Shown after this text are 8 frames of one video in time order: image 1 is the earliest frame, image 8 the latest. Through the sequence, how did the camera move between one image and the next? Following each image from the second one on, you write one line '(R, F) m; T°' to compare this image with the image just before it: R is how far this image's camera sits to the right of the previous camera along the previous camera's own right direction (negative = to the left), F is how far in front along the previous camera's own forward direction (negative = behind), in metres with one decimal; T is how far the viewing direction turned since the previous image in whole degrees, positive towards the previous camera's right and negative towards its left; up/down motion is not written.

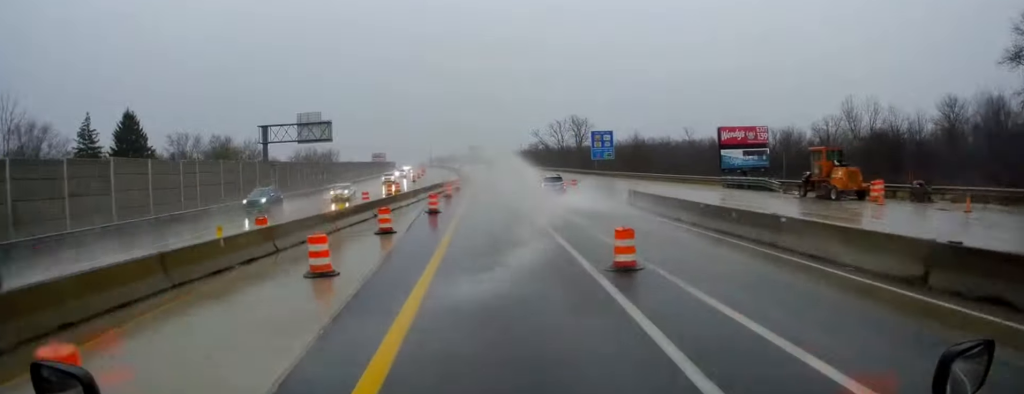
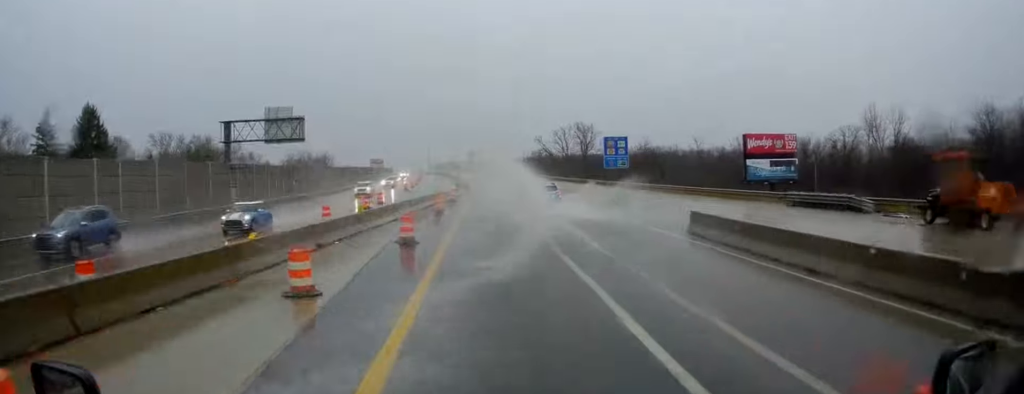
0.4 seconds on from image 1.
(+0.2, +10.1) m; +1°
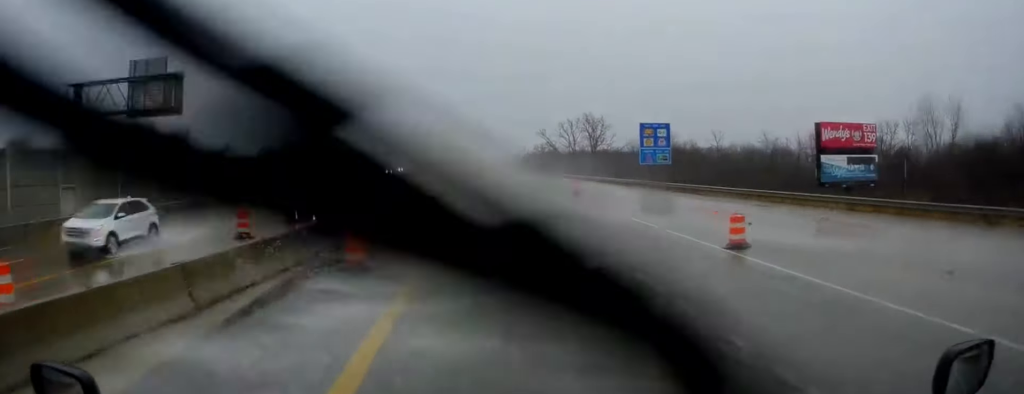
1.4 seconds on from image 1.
(+0.1, +22.3) m; -1°
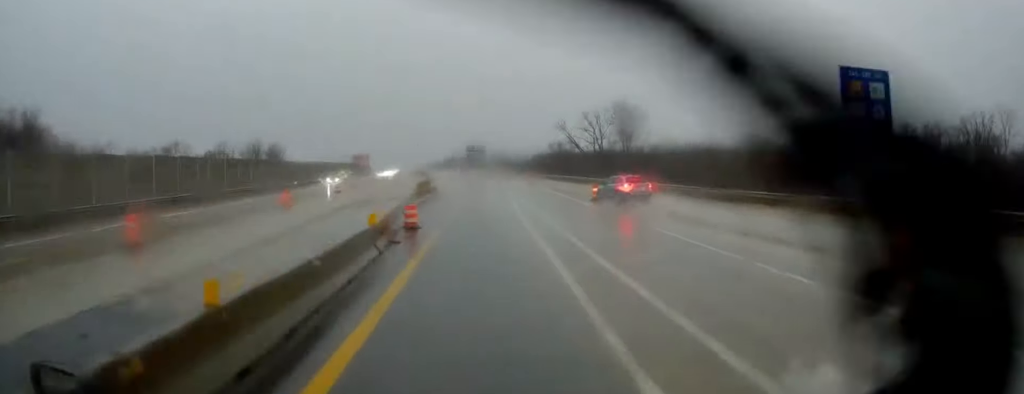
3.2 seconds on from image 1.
(-0.1, +42.2) m; -1°
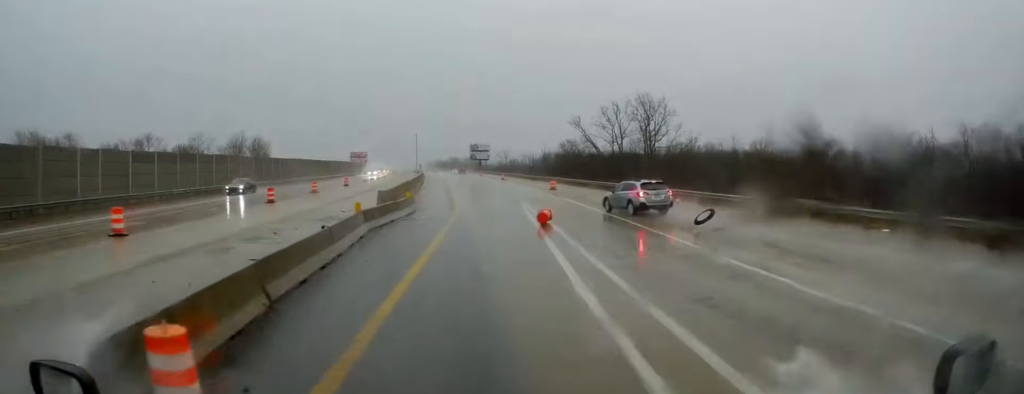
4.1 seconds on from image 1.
(-0.3, +19.5) m; 0°
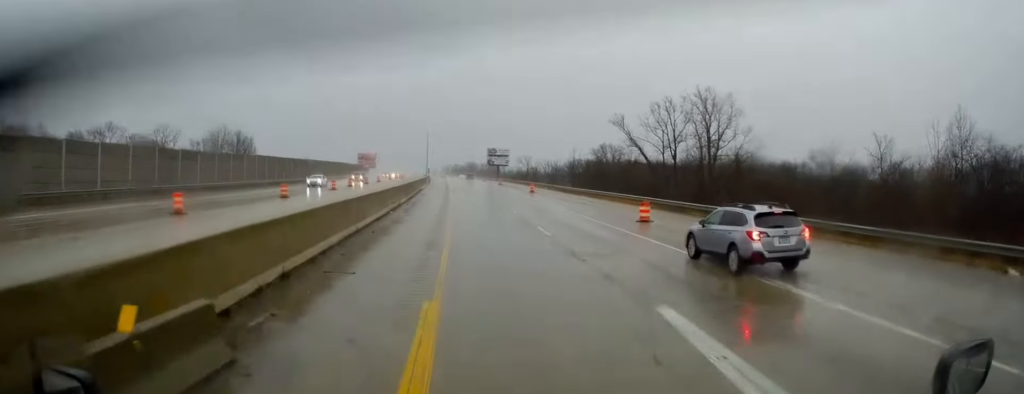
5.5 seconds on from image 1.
(+0.4, +29.8) m; +2°
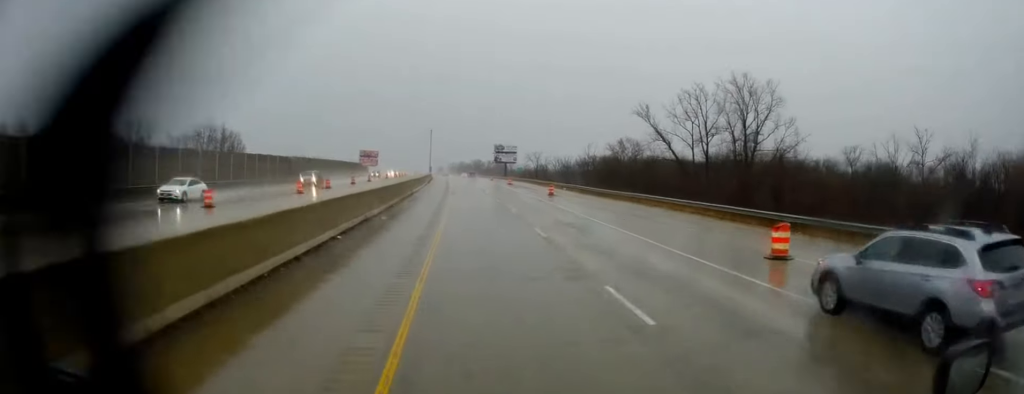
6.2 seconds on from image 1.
(0.0, +14.3) m; -1°
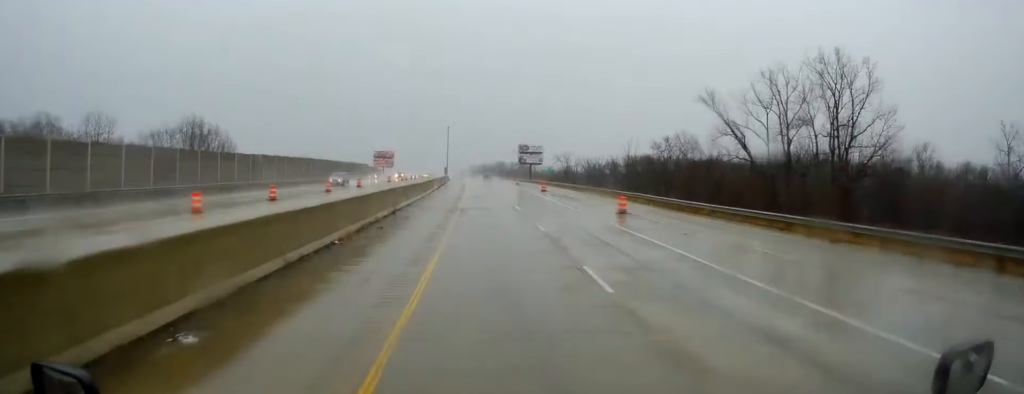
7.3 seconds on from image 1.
(-0.3, +22.5) m; -2°
